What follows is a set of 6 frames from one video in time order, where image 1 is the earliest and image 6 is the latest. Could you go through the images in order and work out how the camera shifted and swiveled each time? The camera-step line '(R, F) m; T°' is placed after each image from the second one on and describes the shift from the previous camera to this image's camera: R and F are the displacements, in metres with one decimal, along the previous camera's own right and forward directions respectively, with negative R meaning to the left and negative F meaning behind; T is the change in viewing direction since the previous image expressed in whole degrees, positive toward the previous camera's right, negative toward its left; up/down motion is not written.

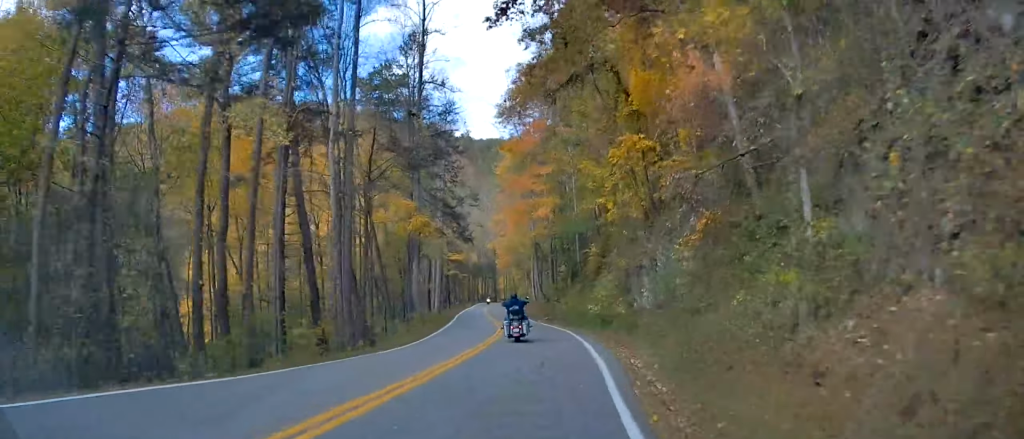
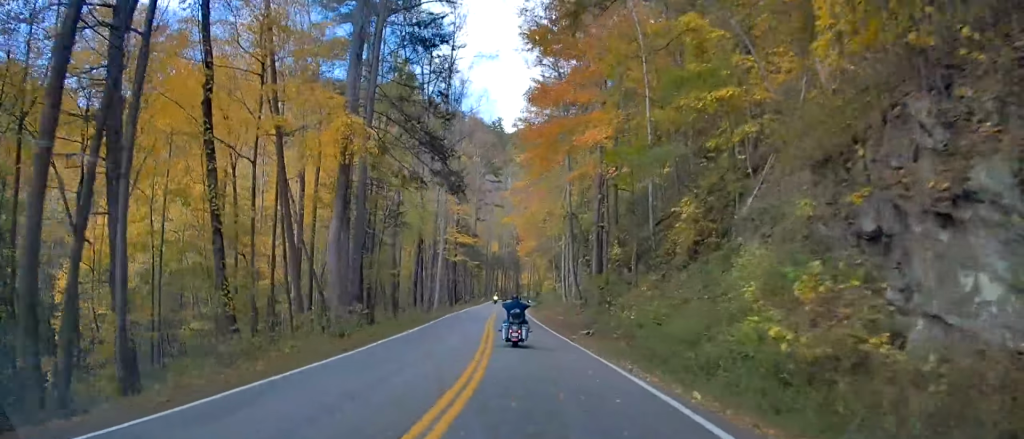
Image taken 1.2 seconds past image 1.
(+0.9, +24.7) m; +3°
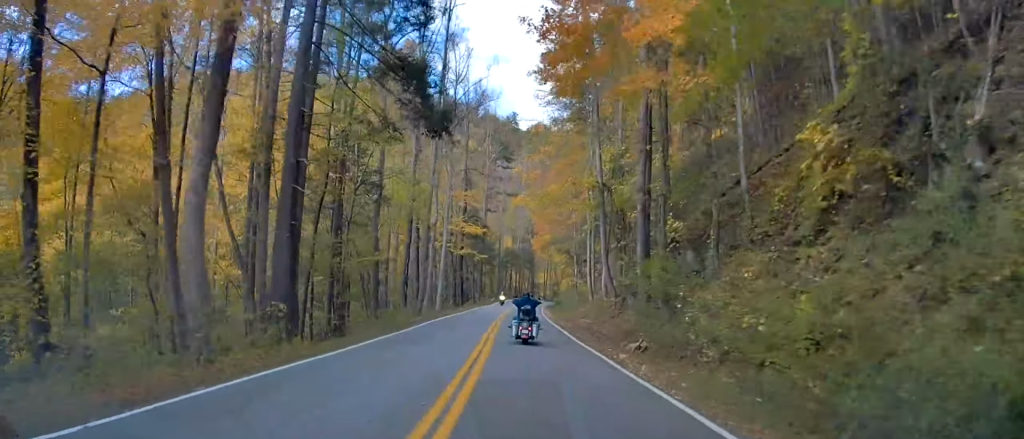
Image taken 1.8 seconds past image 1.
(+0.8, +11.7) m; 0°
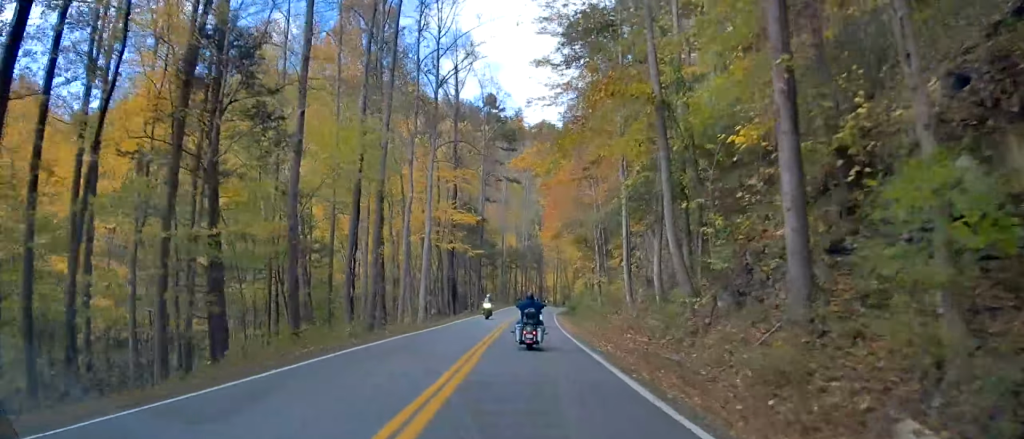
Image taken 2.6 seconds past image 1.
(-1.2, +16.1) m; -2°
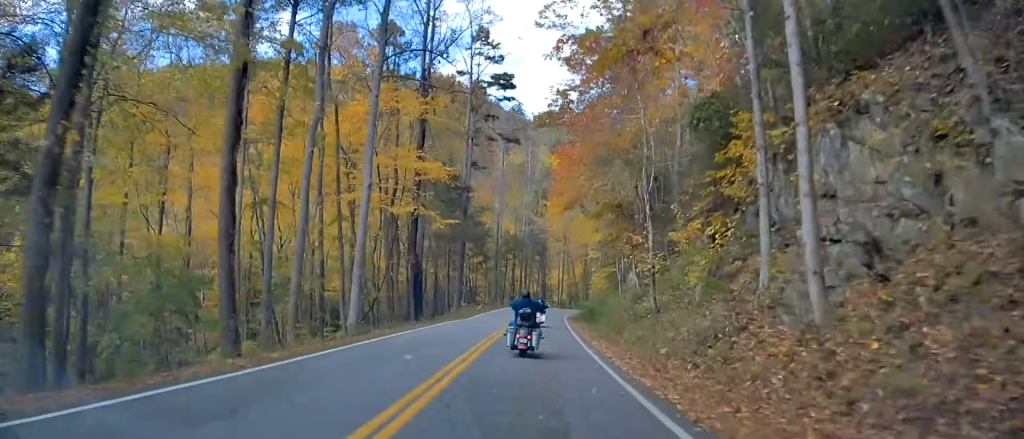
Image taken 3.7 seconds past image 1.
(+0.4, +21.3) m; 0°
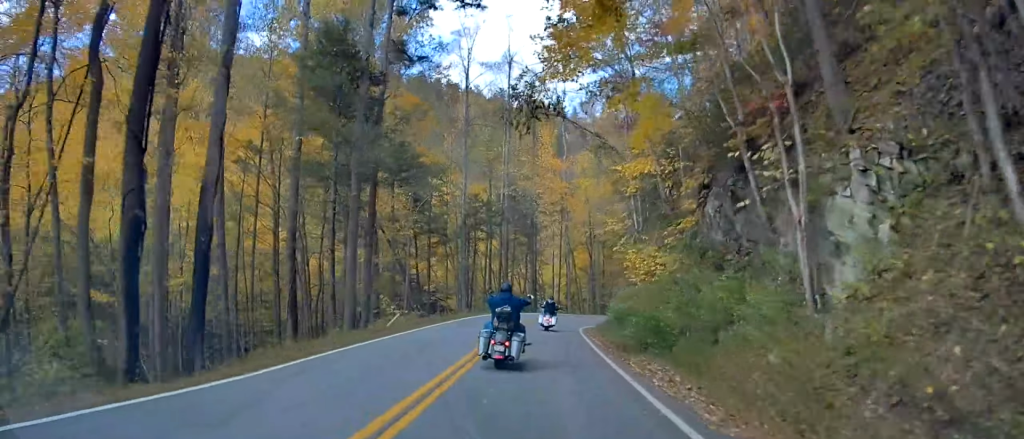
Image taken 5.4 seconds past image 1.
(-1.0, +29.7) m; 0°
